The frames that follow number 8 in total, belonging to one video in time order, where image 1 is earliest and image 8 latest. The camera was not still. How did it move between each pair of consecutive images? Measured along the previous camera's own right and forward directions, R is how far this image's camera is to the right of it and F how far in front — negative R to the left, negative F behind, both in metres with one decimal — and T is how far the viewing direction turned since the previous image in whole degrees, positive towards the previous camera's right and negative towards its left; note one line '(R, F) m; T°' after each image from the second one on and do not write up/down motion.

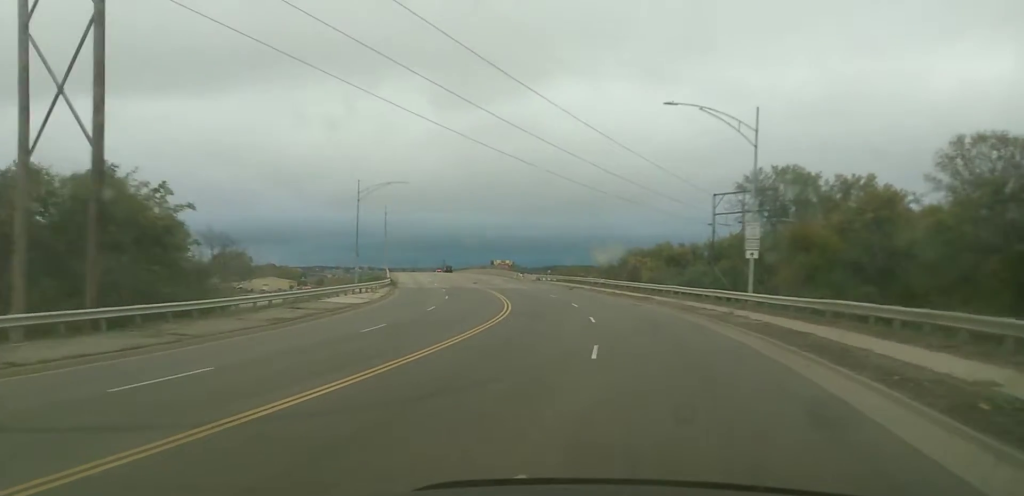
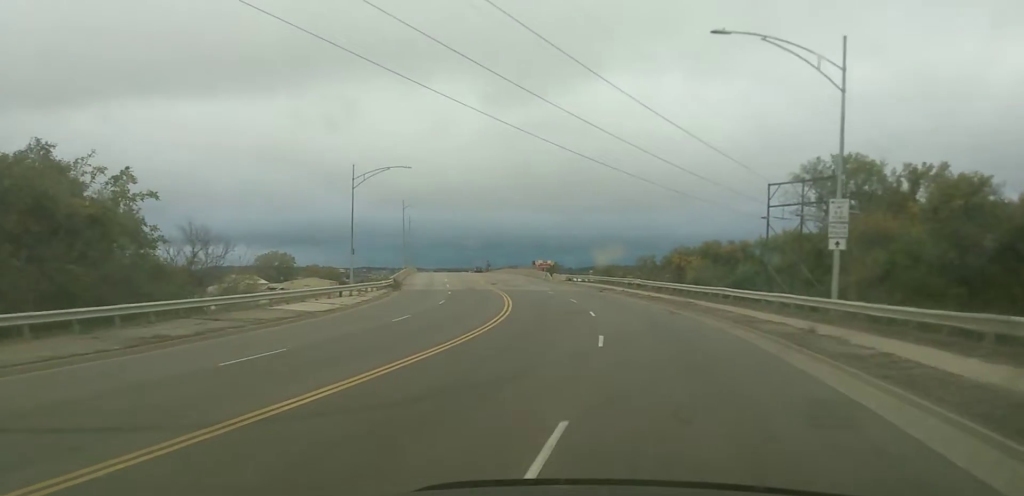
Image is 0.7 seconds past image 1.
(-1.0, +10.5) m; -4°
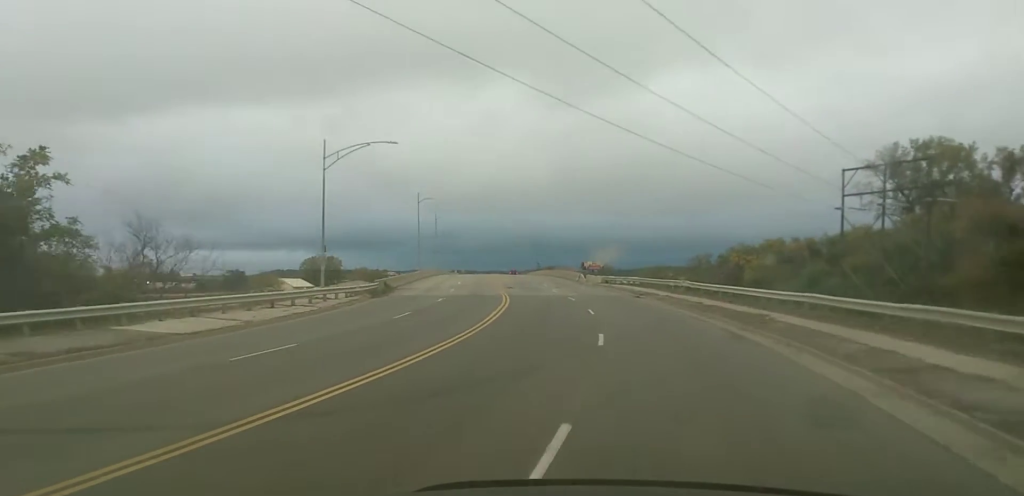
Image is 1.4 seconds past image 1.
(-0.5, +12.4) m; -4°
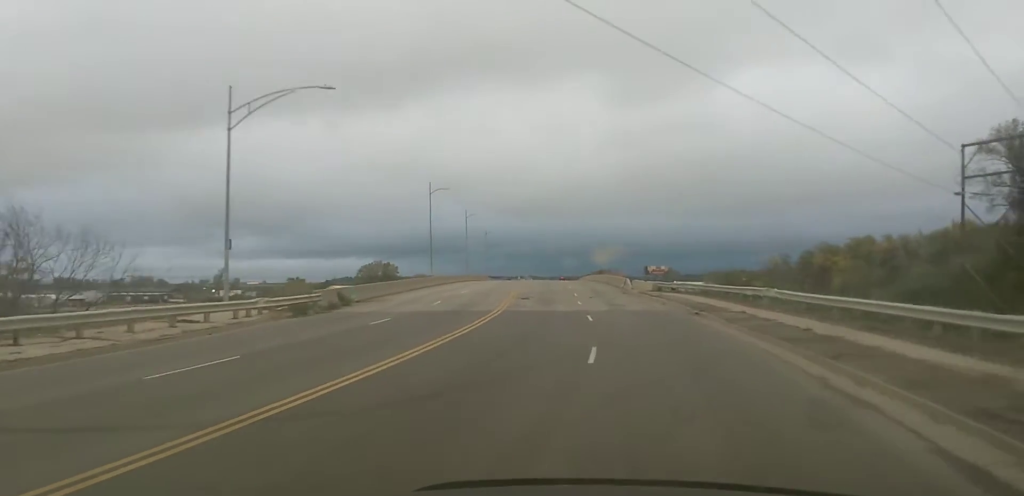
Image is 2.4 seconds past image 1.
(-0.5, +16.2) m; -4°
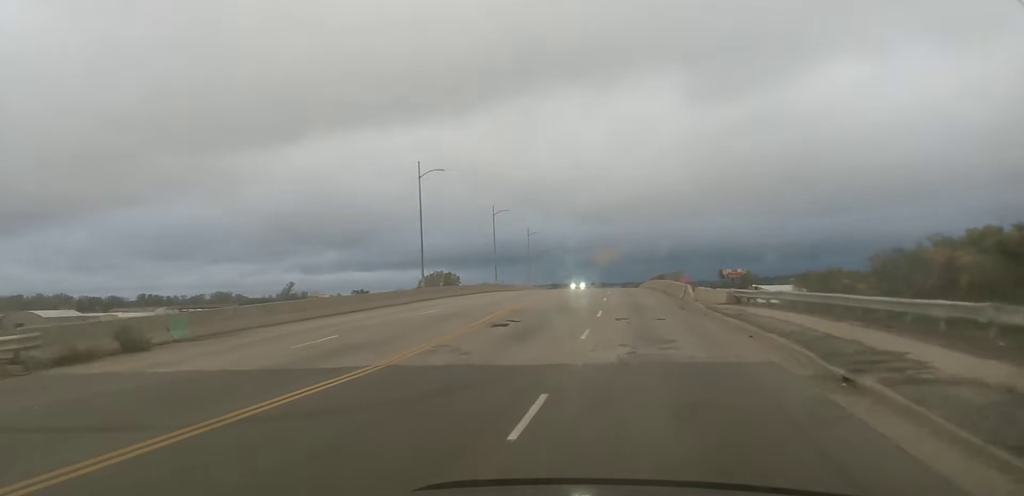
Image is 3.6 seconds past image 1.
(-0.7, +19.3) m; -4°
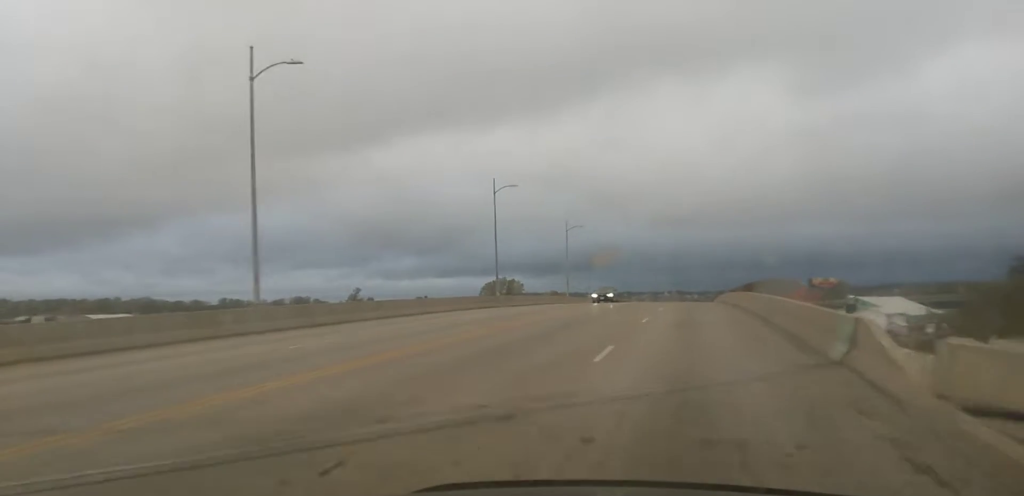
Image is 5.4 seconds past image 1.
(-2.1, +28.8) m; -9°
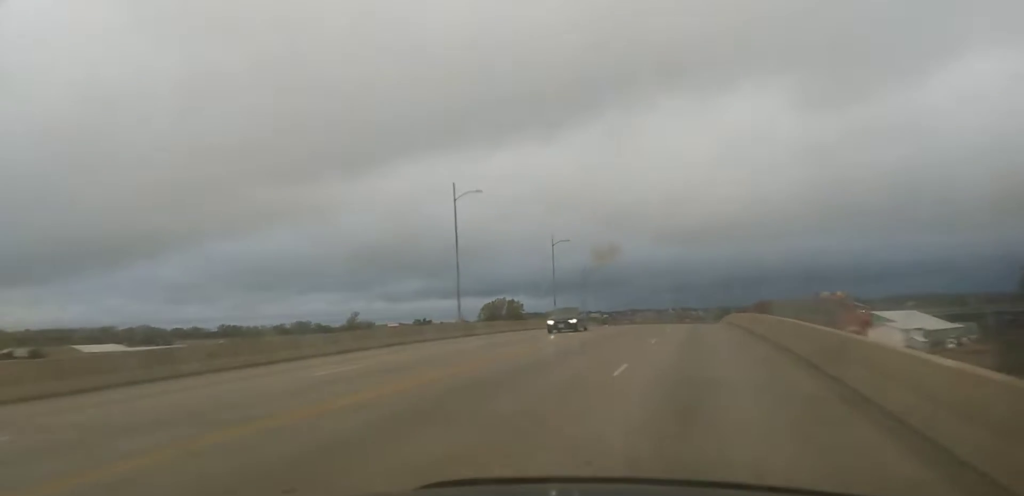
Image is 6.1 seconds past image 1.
(-0.4, +10.6) m; -2°
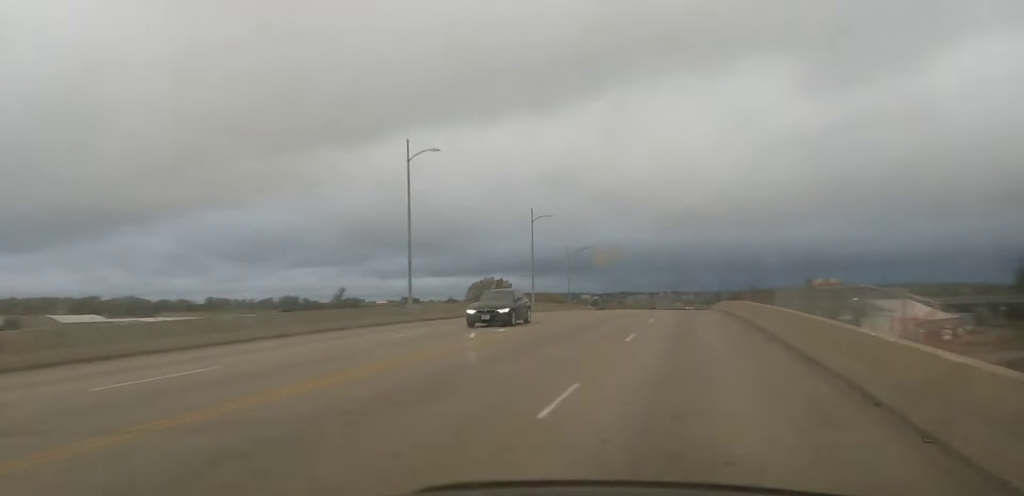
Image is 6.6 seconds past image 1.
(0.0, +7.8) m; +1°
